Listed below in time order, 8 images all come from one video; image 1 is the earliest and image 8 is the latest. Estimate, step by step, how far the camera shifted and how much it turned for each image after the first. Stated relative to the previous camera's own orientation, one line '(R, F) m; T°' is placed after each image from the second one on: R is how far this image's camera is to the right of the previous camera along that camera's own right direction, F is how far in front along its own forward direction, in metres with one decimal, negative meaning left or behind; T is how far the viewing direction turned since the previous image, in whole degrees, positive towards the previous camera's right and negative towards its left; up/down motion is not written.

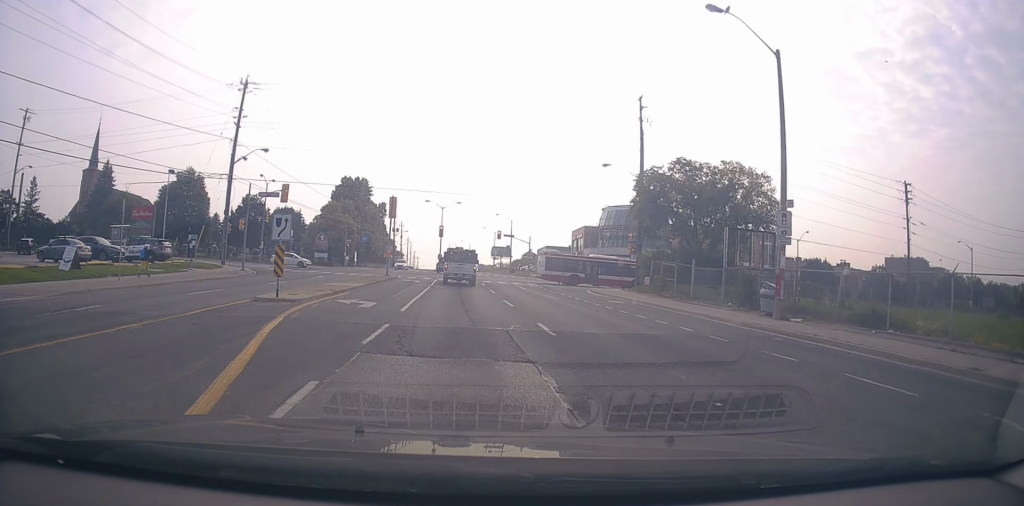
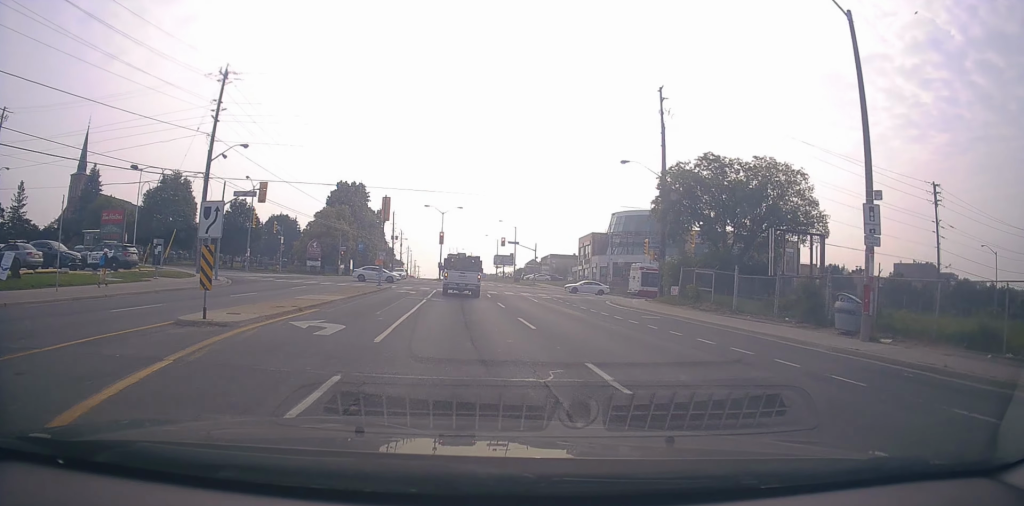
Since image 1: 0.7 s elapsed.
(-0.2, +5.0) m; -1°
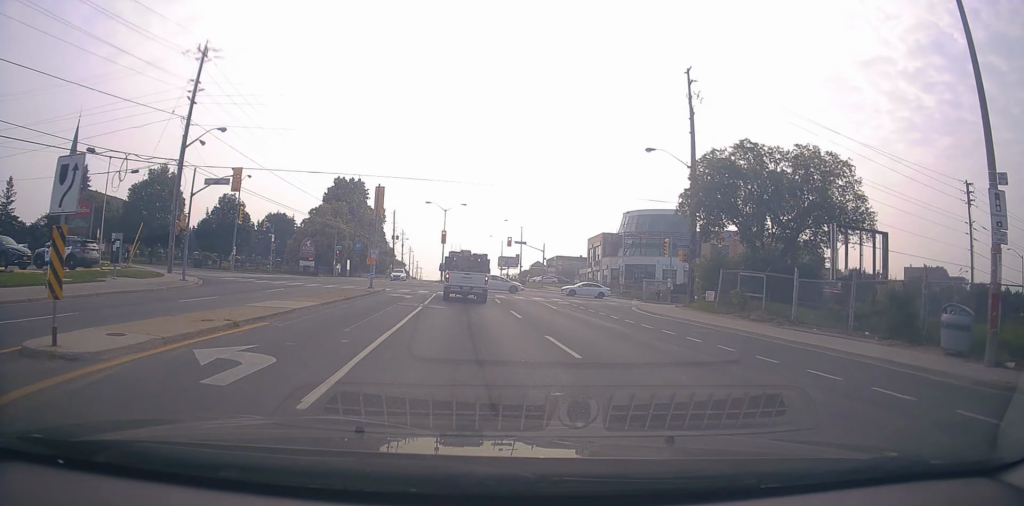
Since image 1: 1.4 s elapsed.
(0.0, +5.0) m; +1°
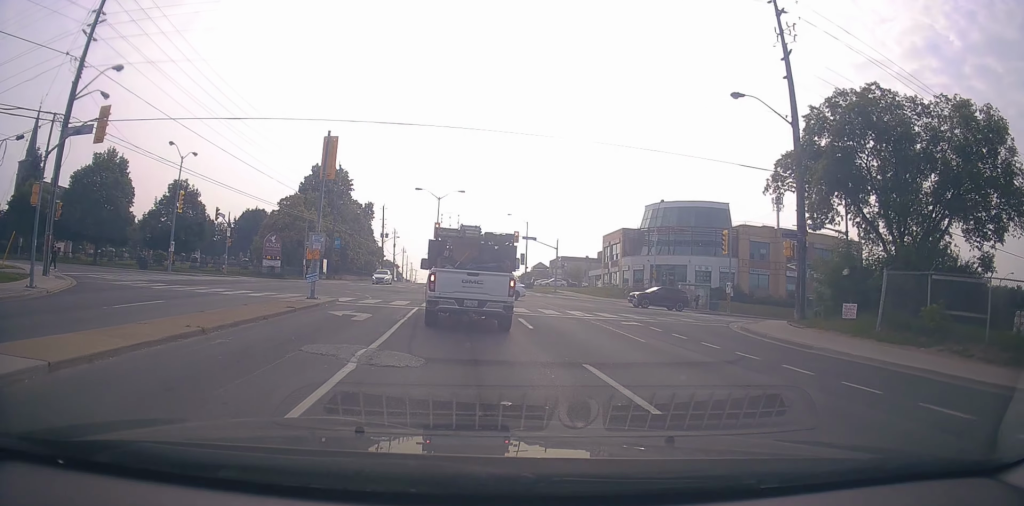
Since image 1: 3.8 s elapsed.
(+0.7, +13.4) m; 0°
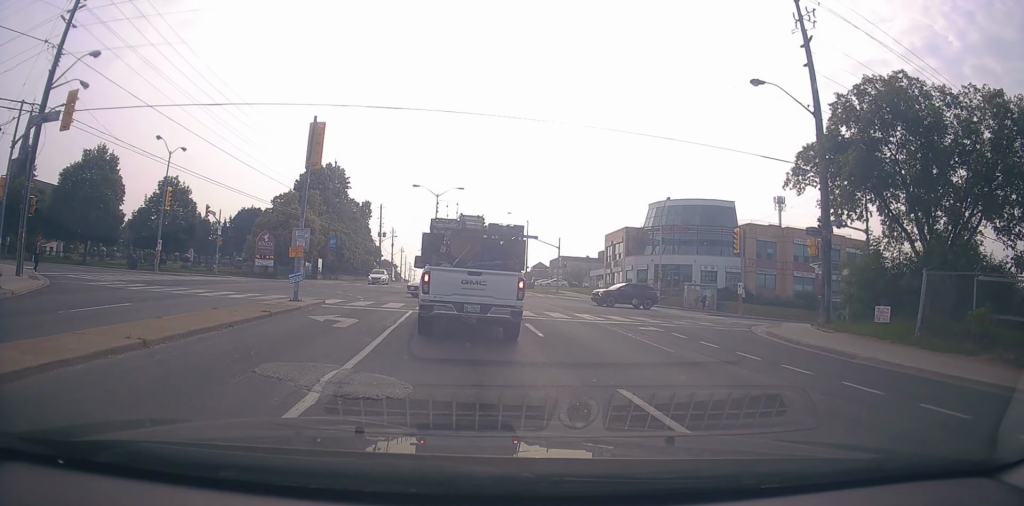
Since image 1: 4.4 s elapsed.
(-0.1, +2.1) m; 0°
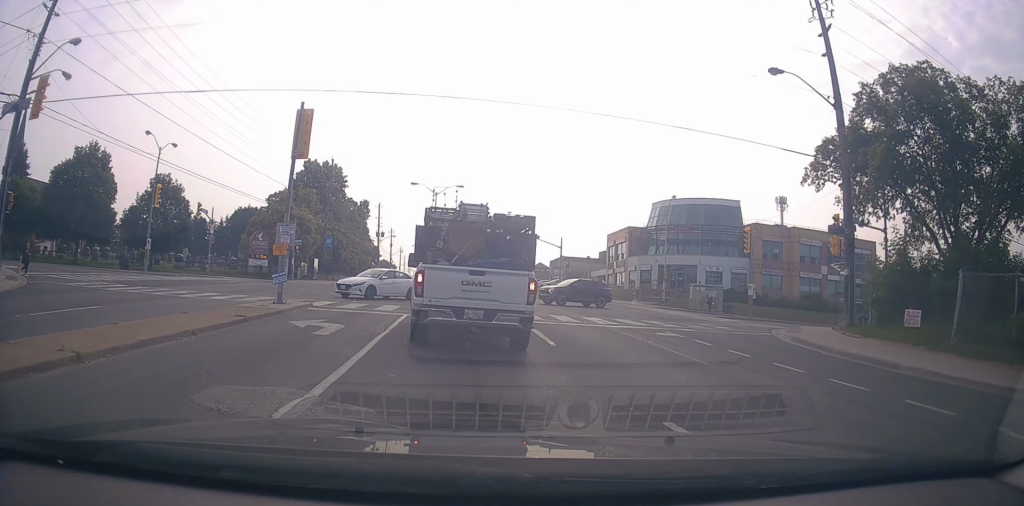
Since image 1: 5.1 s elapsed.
(-0.1, +1.9) m; +1°
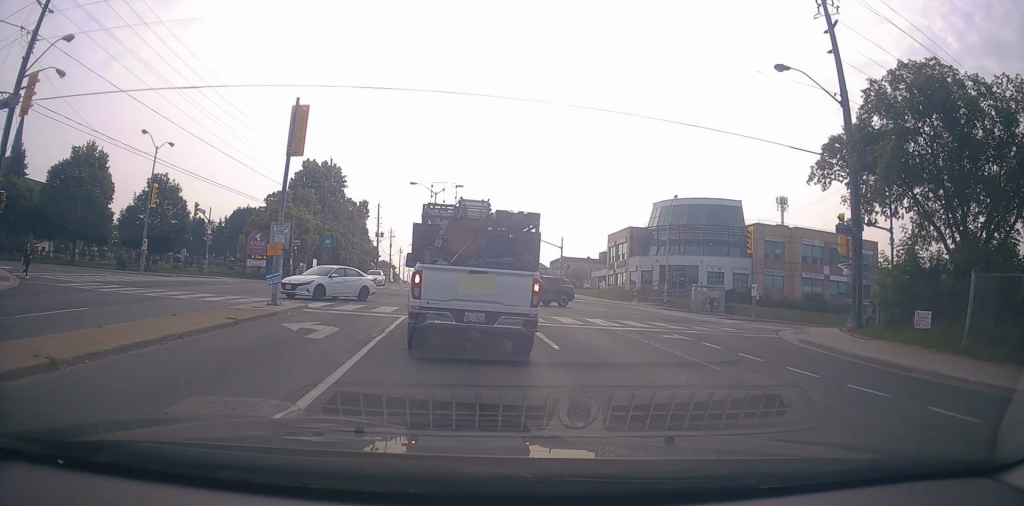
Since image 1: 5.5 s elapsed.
(+0.2, +0.7) m; 0°
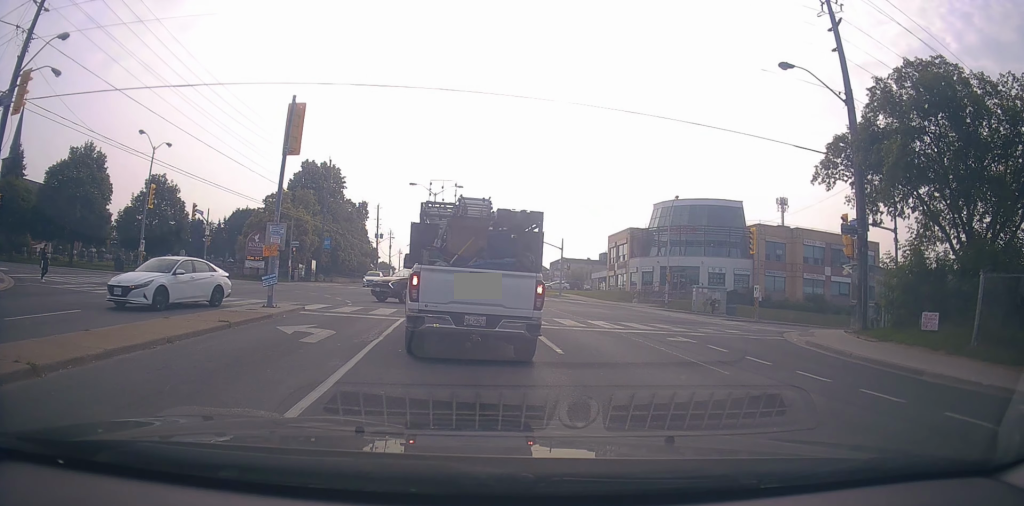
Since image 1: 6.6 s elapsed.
(+0.2, +0.8) m; 0°
